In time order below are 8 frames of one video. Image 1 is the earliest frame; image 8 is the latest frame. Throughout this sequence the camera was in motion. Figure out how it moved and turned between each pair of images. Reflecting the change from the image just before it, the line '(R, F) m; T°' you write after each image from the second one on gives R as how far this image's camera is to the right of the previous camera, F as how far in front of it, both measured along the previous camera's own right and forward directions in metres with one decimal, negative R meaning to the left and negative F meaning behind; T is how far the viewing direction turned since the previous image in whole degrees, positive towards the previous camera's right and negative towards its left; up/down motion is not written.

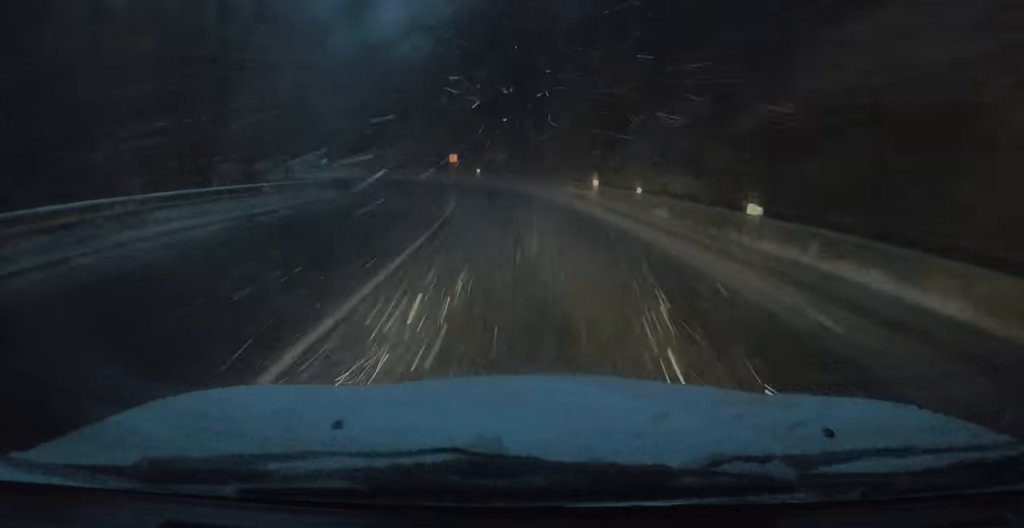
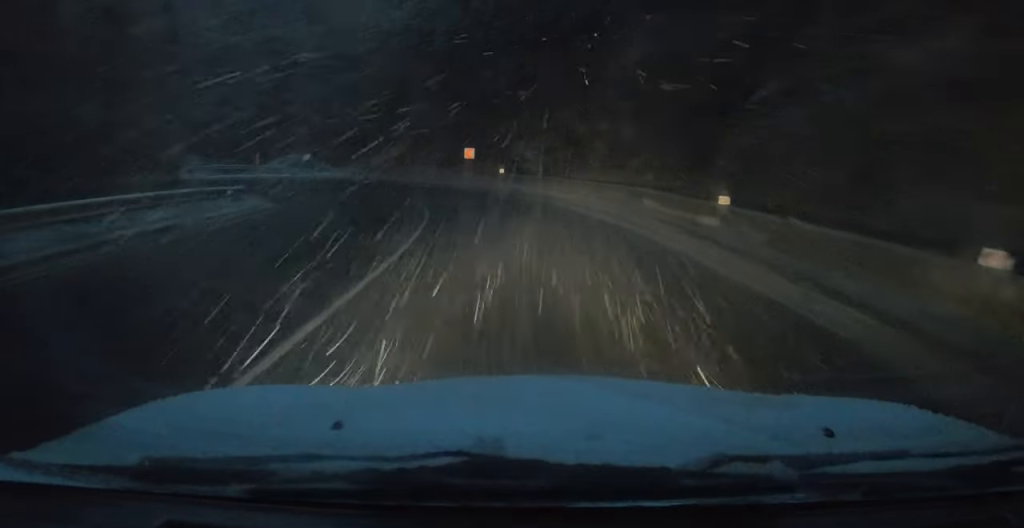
(-0.4, +13.1) m; -5°
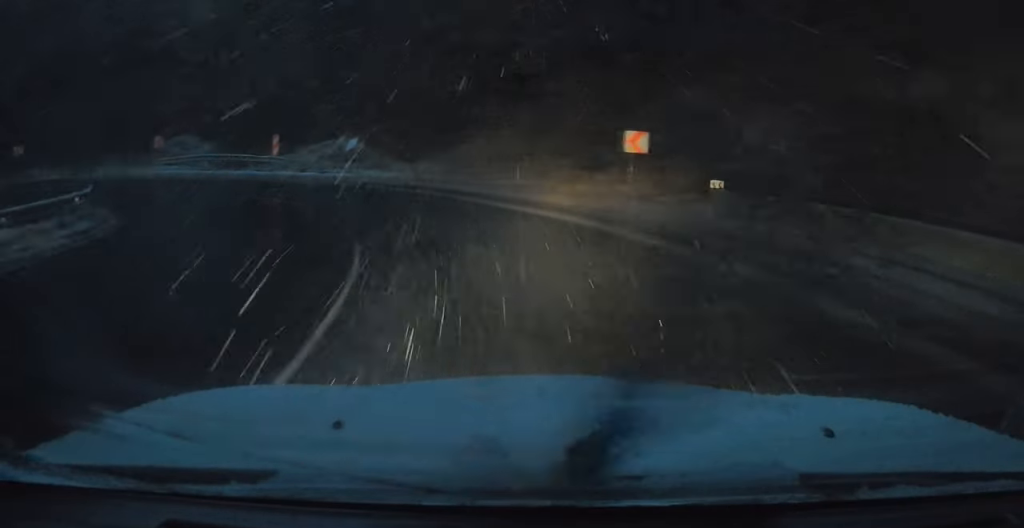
(-2.8, +19.2) m; -23°
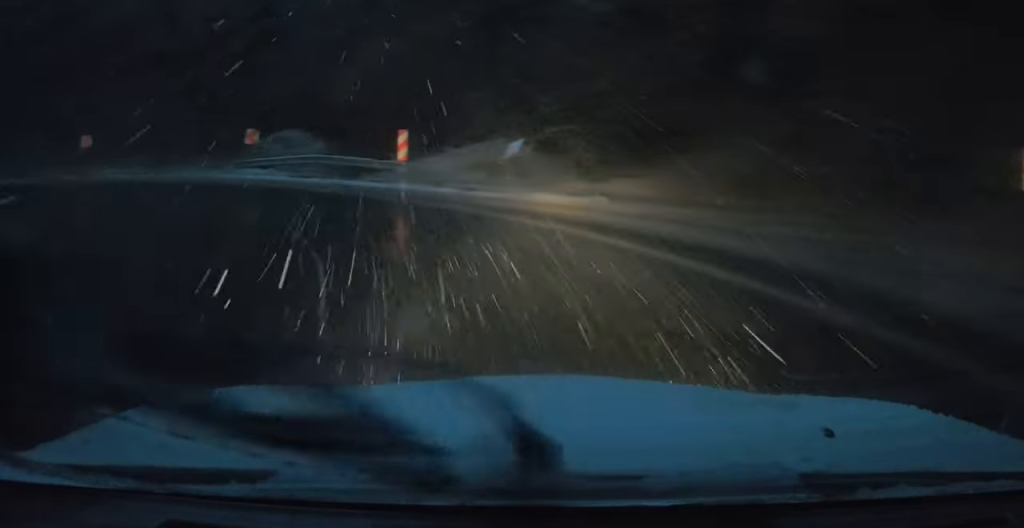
(-1.6, +10.1) m; -16°
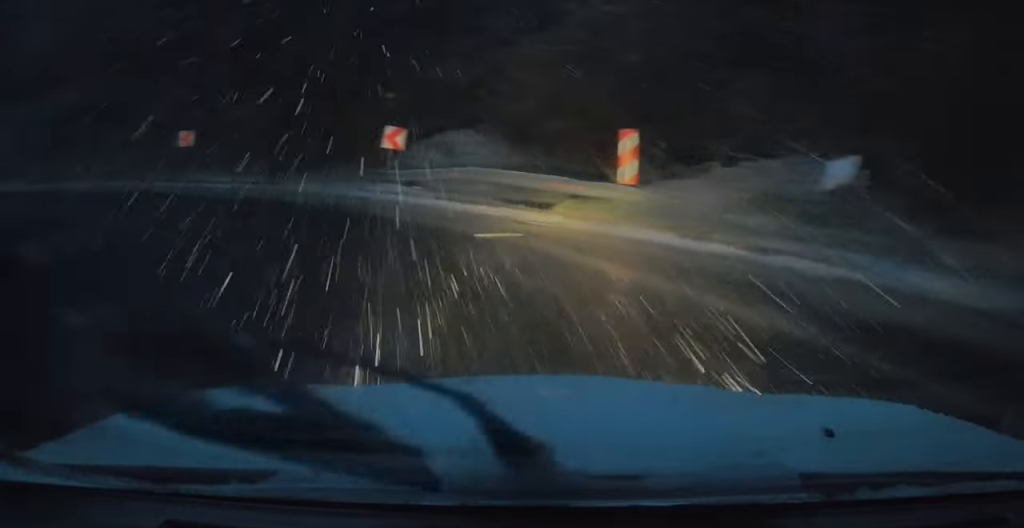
(-1.5, +9.6) m; -21°
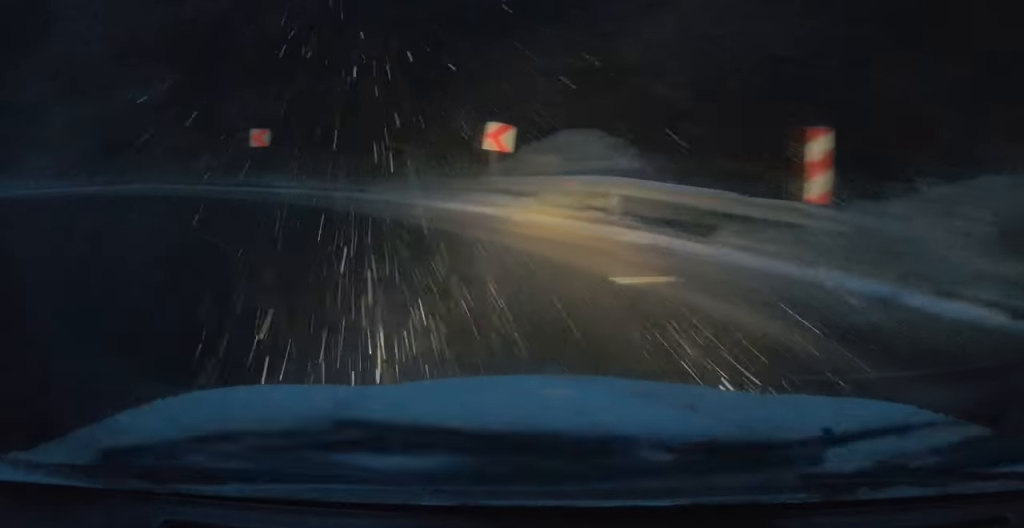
(-0.1, +3.8) m; -9°
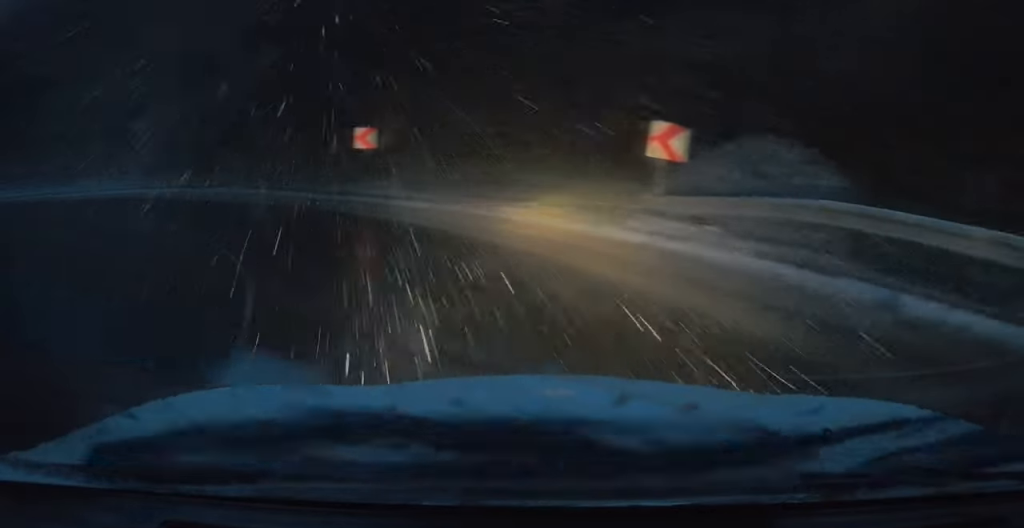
(-0.5, +4.1) m; -11°
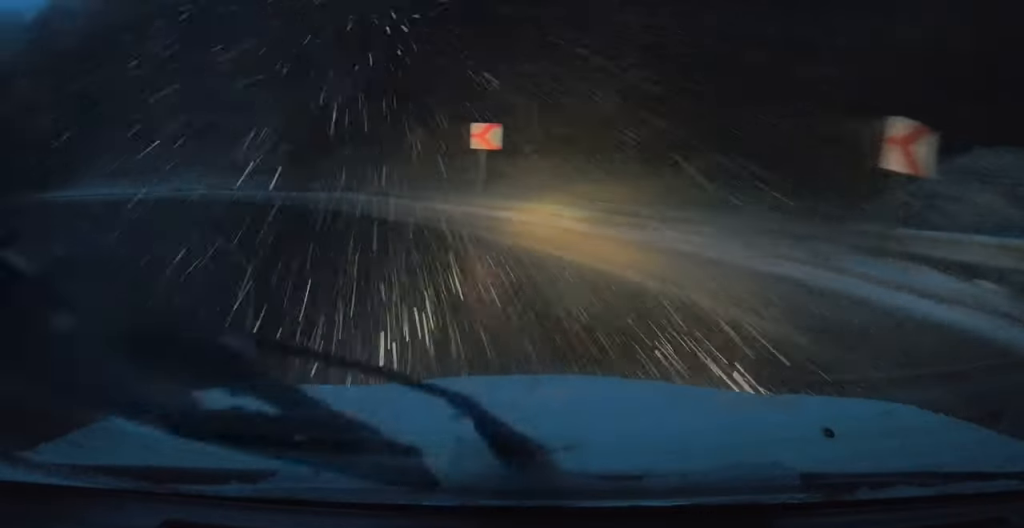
(+0.1, +3.9) m; -10°
